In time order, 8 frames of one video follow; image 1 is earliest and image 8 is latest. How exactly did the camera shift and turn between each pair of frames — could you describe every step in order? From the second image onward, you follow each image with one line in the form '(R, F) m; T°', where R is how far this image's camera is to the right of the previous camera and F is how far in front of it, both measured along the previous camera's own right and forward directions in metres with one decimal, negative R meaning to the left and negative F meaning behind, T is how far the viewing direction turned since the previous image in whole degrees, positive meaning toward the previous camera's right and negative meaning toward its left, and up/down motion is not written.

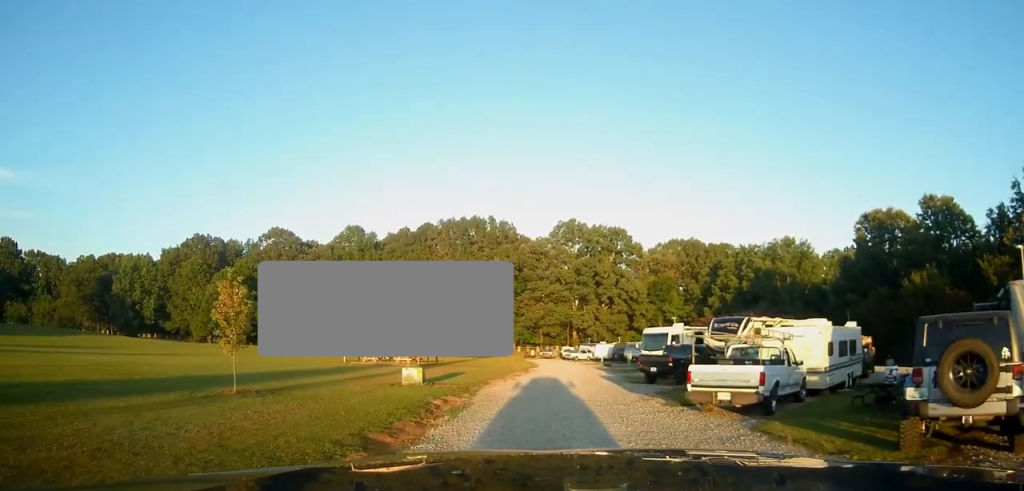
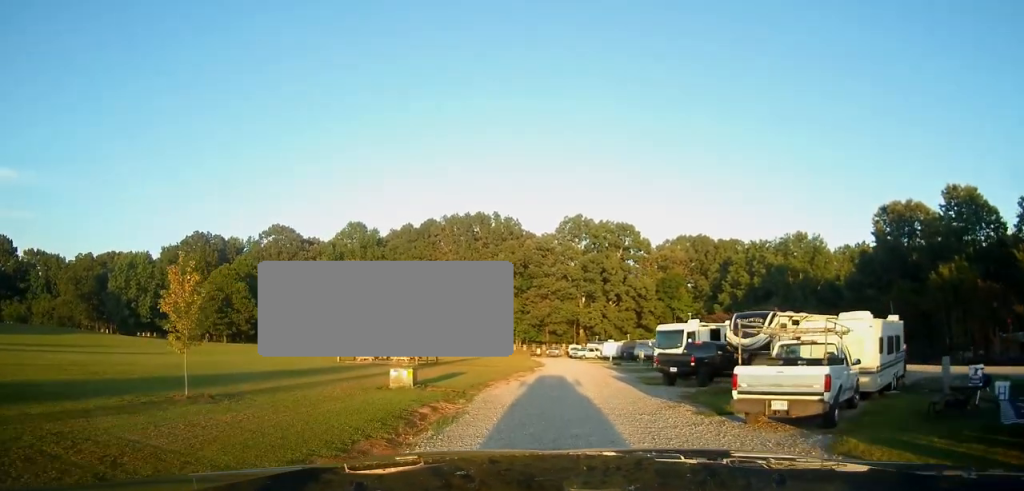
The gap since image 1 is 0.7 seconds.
(0.0, +2.8) m; 0°
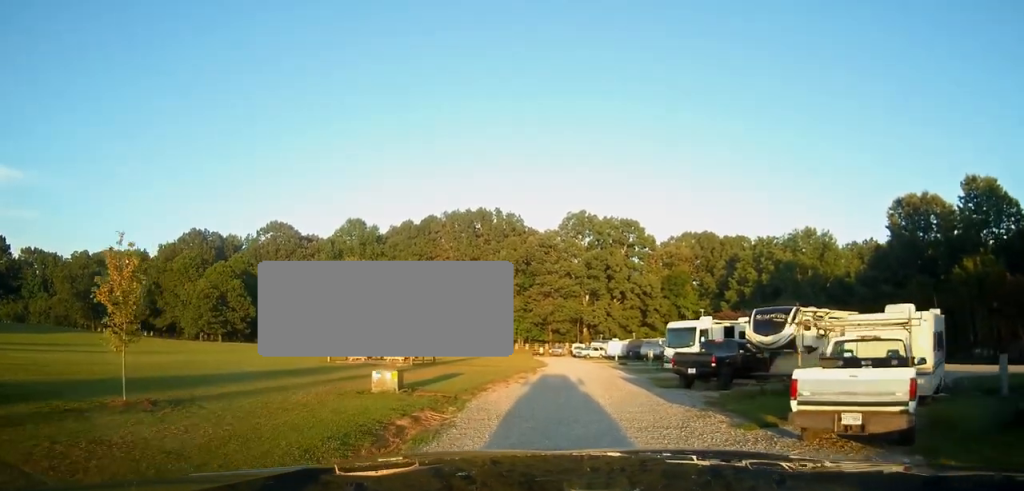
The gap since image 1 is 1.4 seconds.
(0.0, +2.5) m; 0°
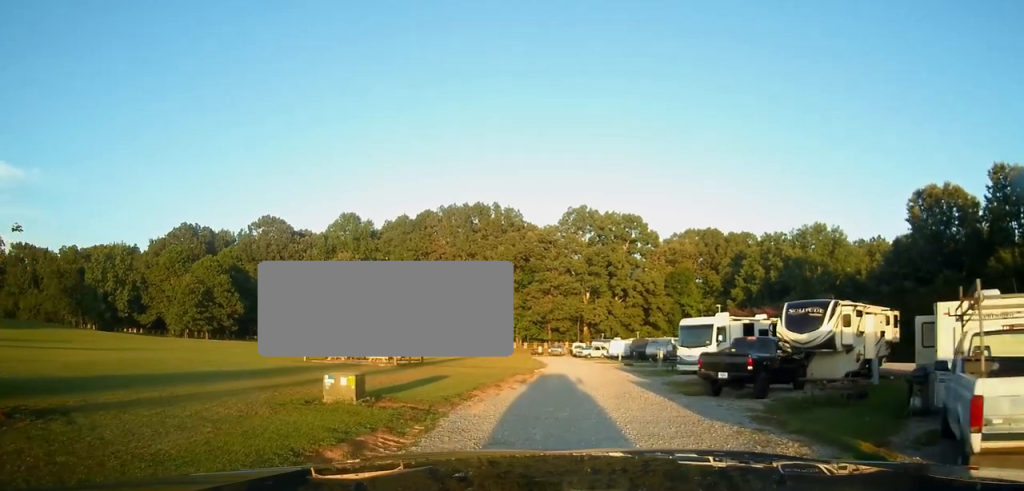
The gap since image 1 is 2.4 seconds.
(0.0, +3.7) m; 0°
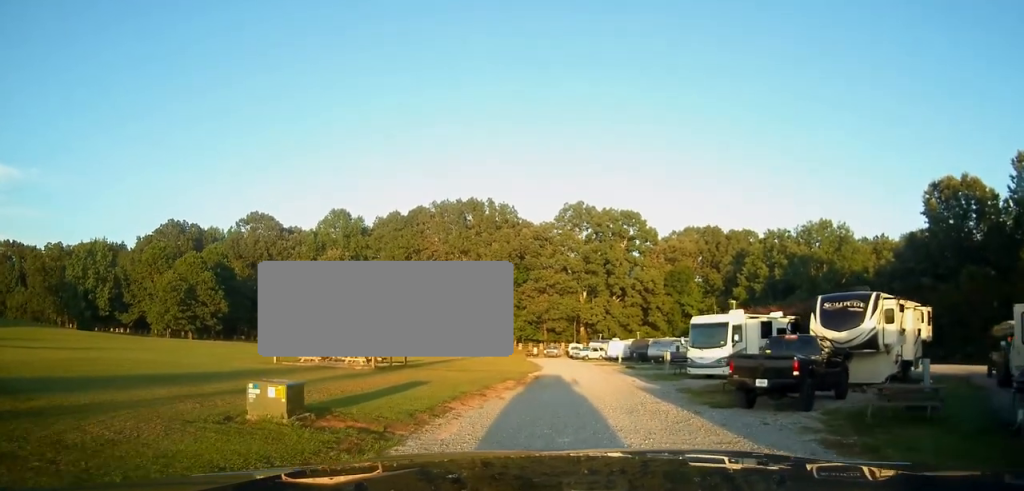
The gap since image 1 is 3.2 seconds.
(0.0, +3.4) m; 0°
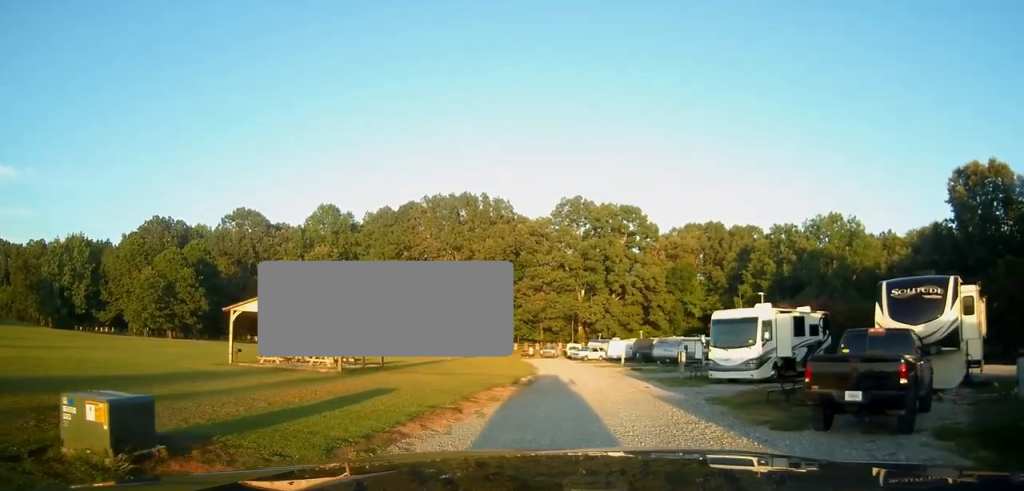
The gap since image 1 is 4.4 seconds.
(0.0, +4.5) m; 0°
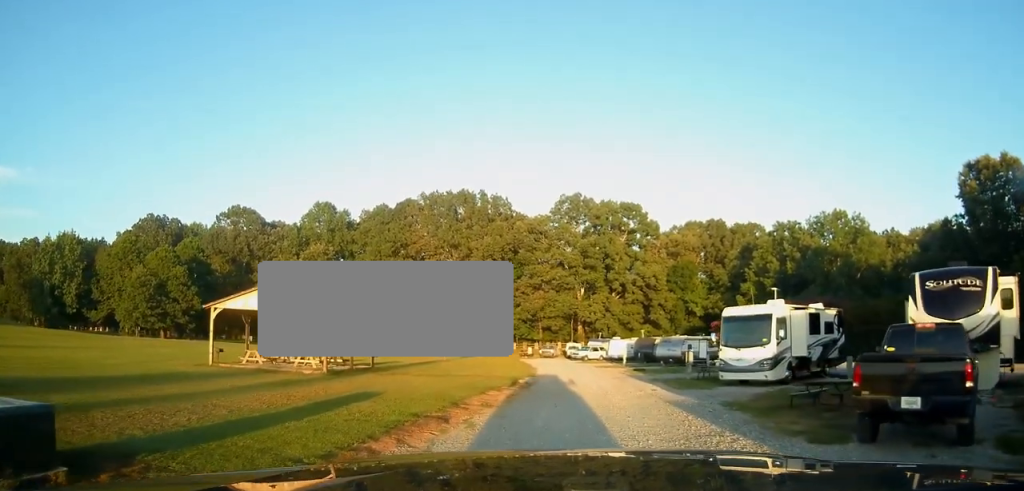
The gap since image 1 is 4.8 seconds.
(0.0, +1.7) m; 0°
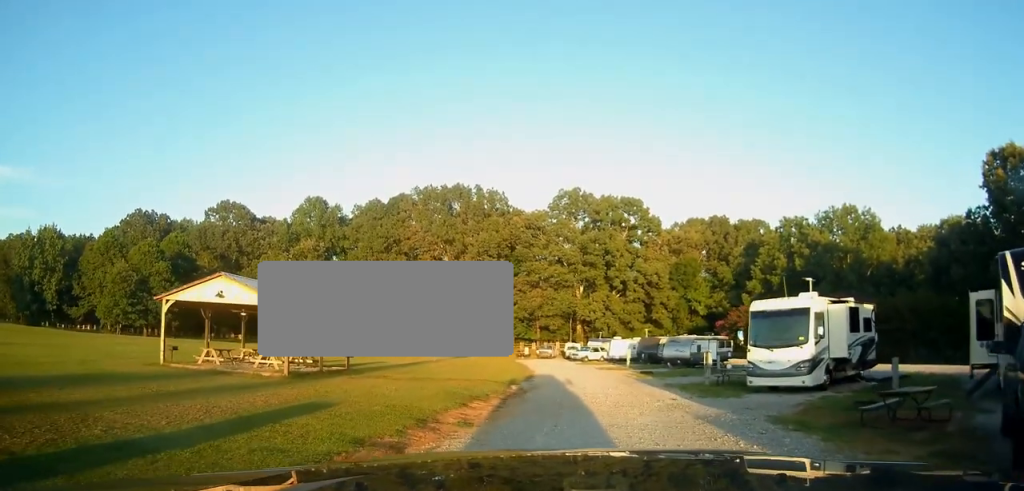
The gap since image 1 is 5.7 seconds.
(0.0, +3.7) m; 0°
